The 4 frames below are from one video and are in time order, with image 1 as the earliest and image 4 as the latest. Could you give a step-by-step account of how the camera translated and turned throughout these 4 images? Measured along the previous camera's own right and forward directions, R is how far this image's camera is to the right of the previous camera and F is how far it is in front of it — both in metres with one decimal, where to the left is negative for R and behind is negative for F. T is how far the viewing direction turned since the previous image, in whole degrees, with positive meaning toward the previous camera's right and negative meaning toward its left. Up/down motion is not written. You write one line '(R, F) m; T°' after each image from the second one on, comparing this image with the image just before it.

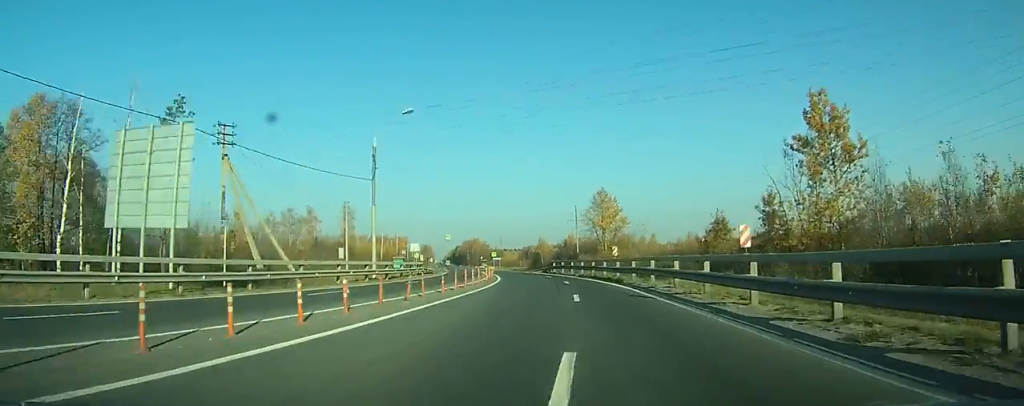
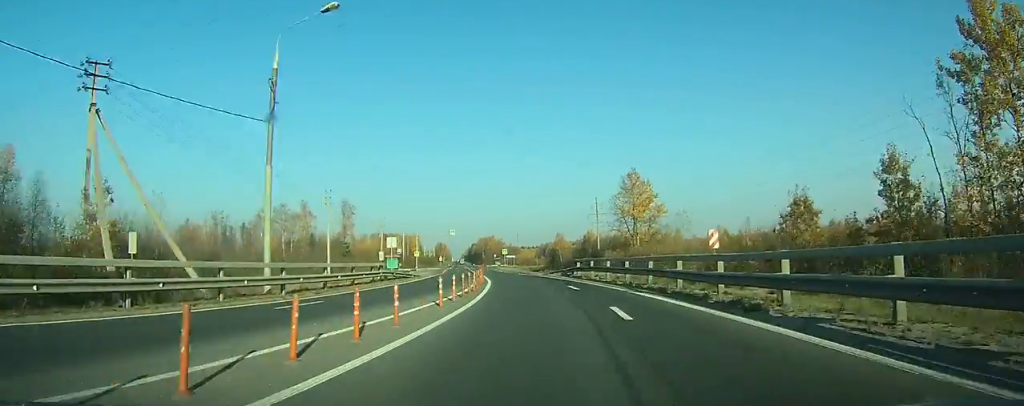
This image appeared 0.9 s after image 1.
(+0.4, +17.8) m; -1°
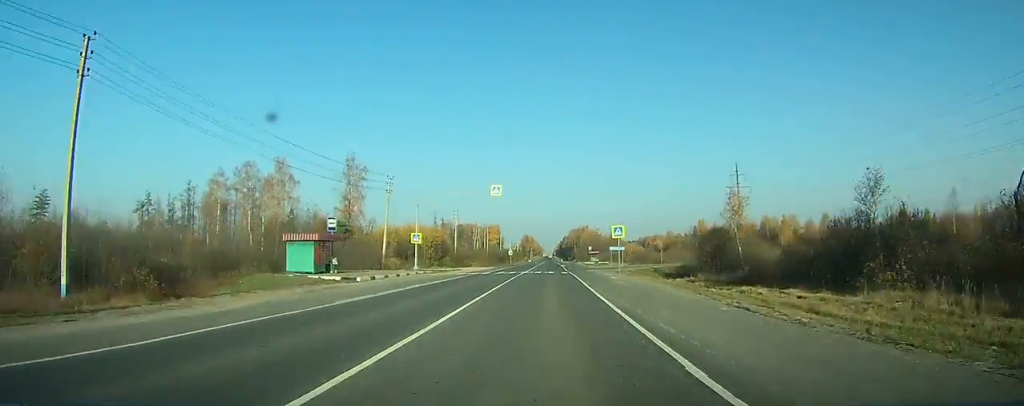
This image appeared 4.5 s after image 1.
(-3.7, +67.8) m; -6°
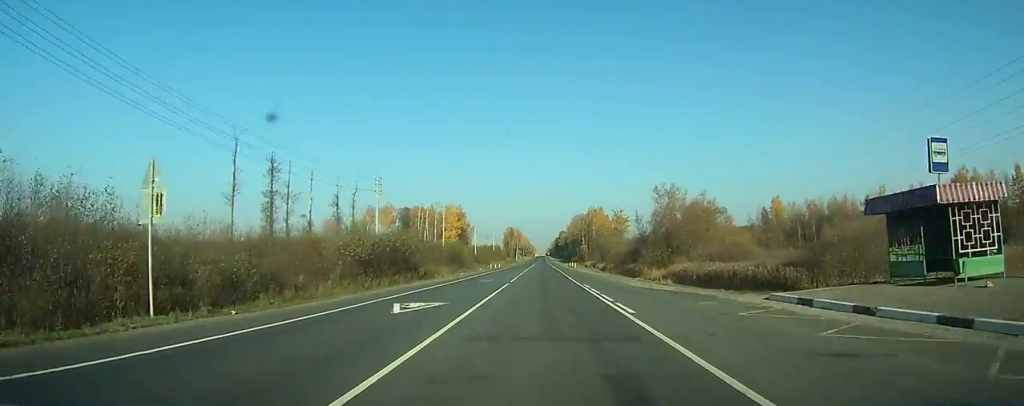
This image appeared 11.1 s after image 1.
(-2.9, +128.9) m; -1°
